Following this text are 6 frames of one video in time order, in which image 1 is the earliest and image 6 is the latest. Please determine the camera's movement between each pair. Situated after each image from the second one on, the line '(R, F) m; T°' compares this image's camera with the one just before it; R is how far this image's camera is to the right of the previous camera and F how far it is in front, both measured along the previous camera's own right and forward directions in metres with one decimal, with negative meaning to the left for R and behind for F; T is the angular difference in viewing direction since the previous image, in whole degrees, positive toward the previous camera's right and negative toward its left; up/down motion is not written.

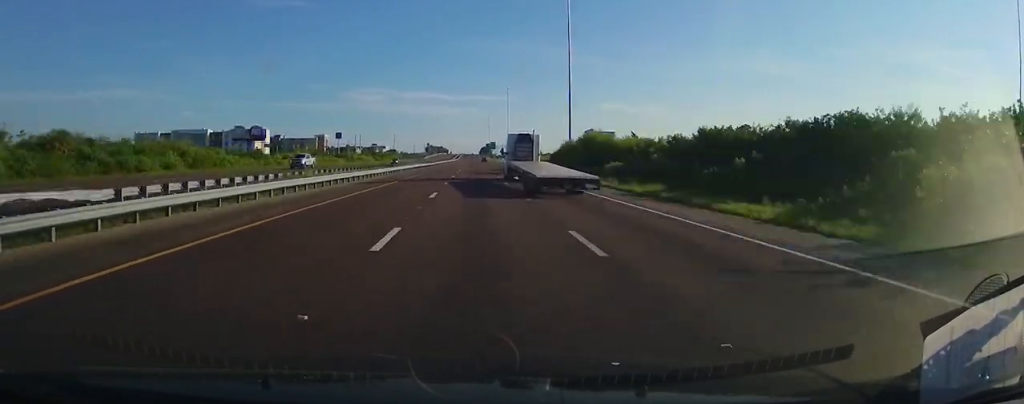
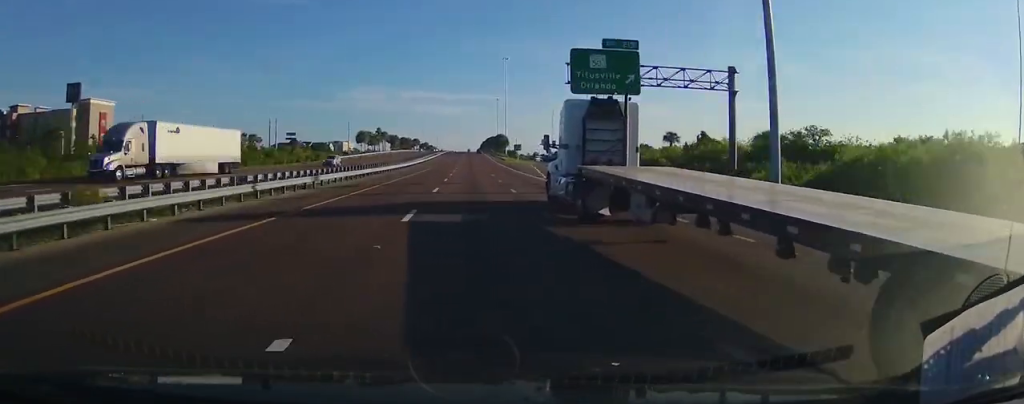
(+0.1, +249.7) m; 0°
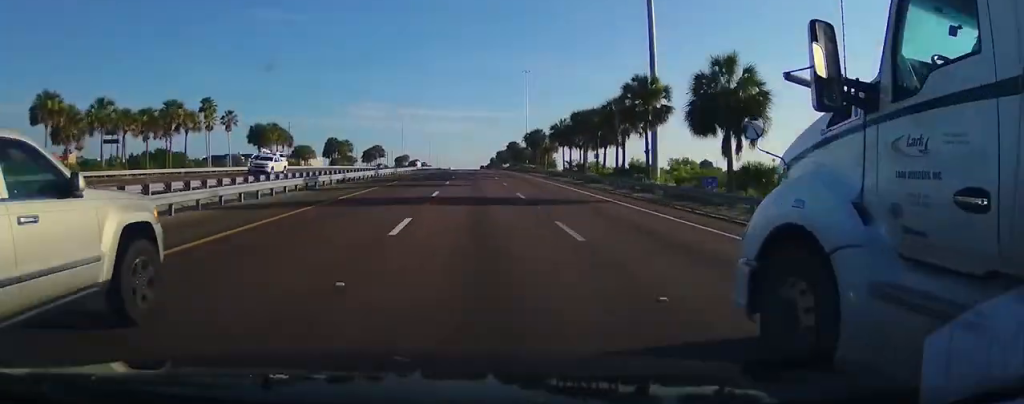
(+0.4, +163.5) m; 0°
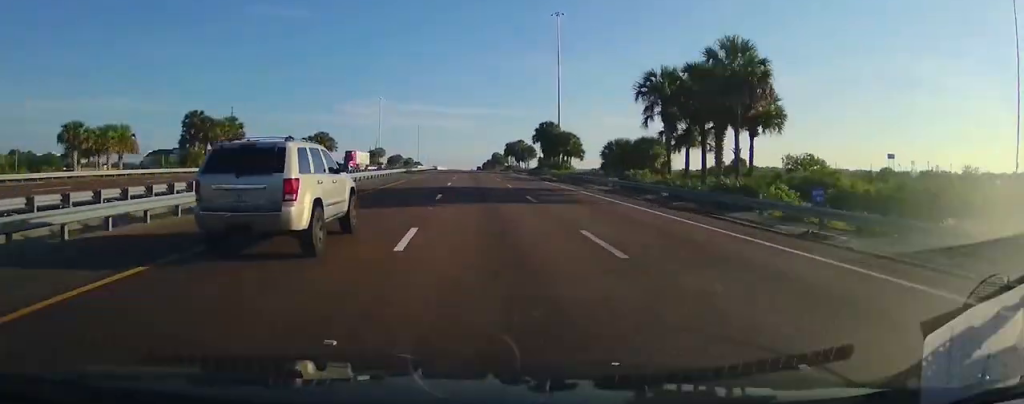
(-0.7, +72.0) m; 0°
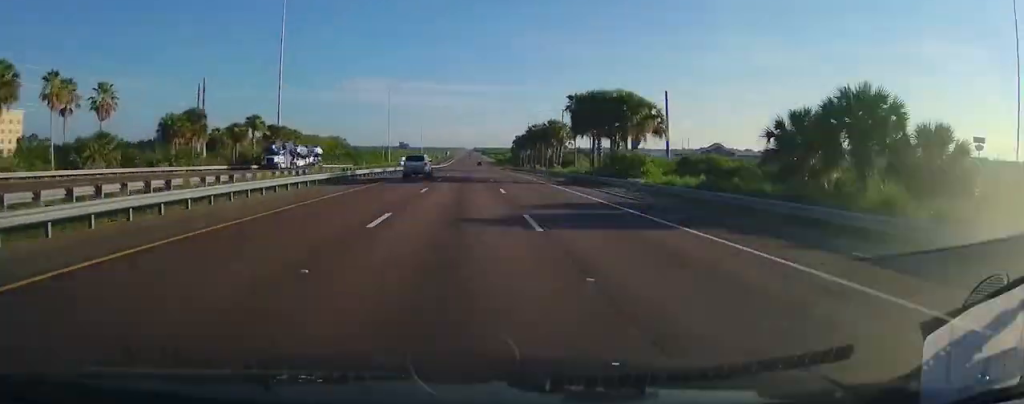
(+1.7, +281.0) m; 0°
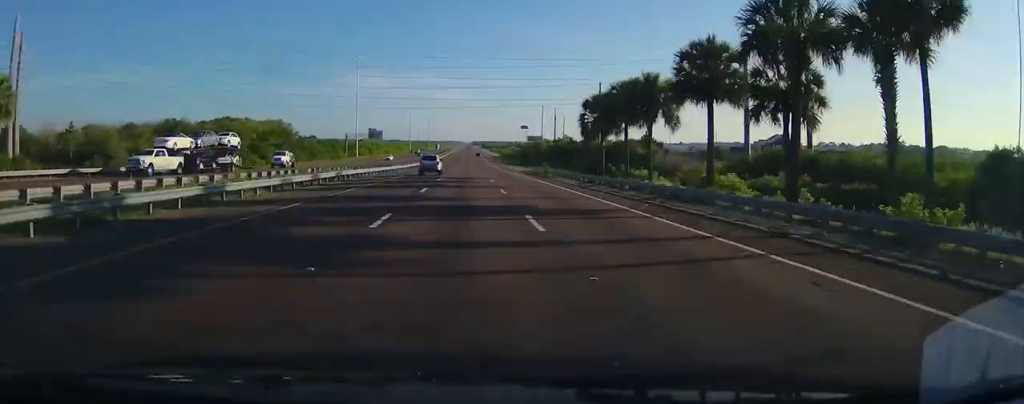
(-0.1, +66.0) m; 0°
